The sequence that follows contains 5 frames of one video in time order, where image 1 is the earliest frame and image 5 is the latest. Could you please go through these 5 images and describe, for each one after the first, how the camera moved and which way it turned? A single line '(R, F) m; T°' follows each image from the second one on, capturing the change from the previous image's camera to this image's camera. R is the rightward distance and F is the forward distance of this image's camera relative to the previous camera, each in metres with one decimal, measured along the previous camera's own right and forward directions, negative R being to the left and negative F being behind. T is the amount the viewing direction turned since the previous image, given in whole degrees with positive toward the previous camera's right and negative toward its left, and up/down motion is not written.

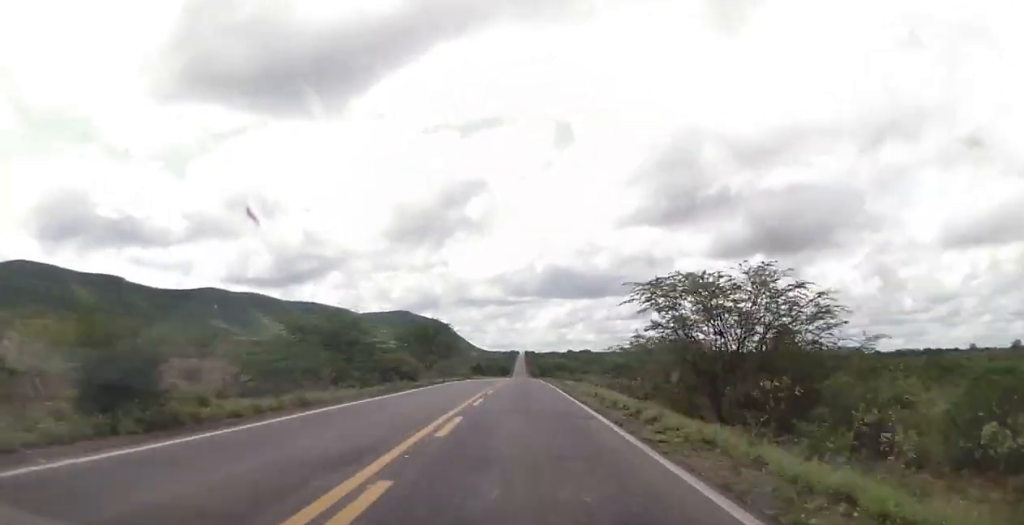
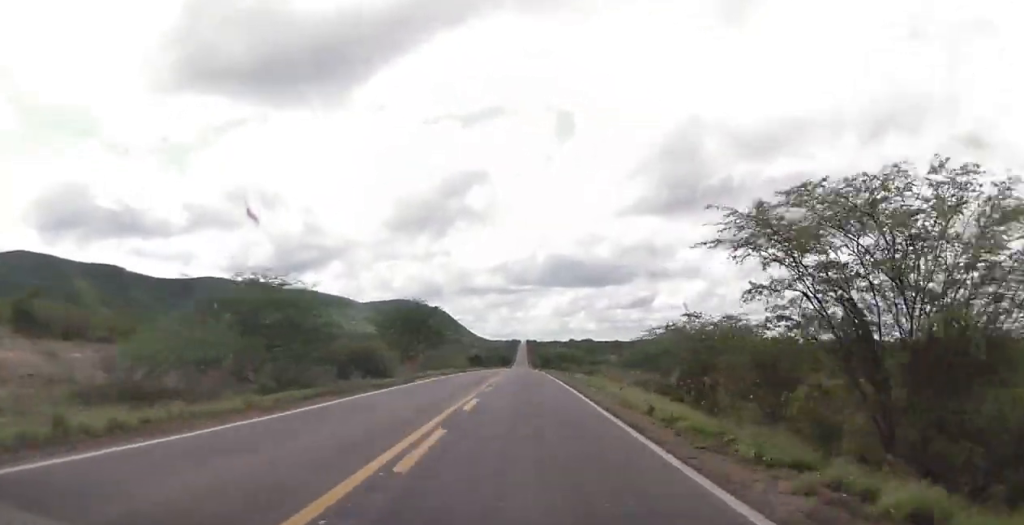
(+0.2, +11.7) m; 0°
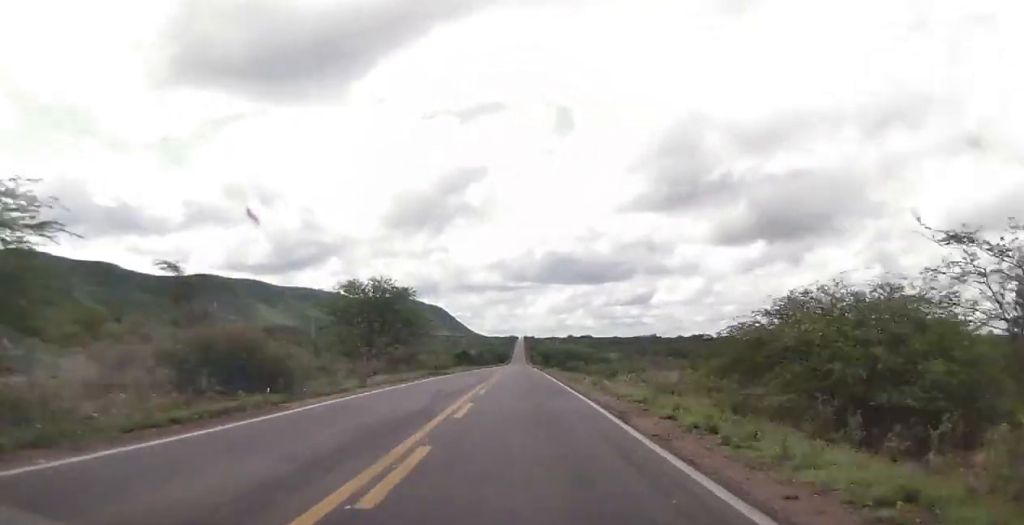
(+0.3, +17.6) m; 0°
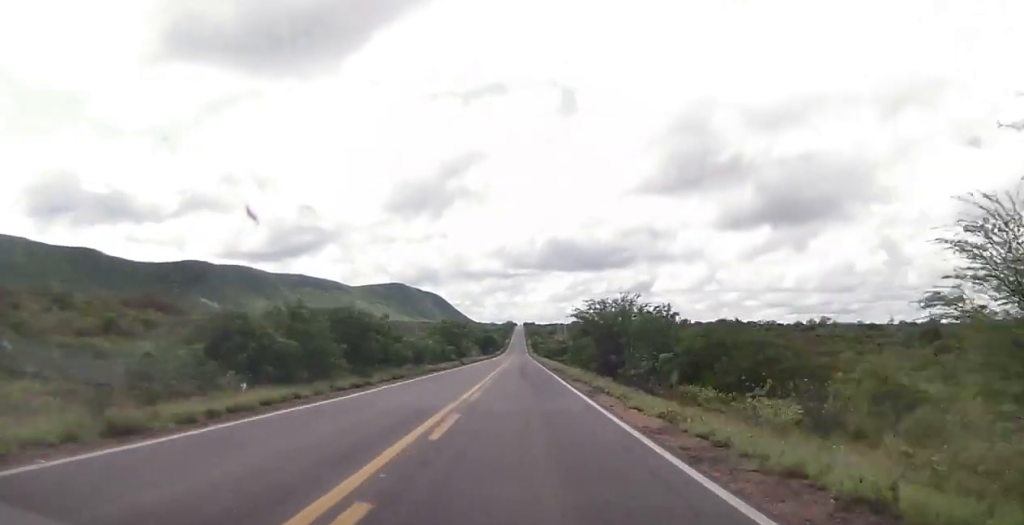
(-0.6, +99.0) m; +1°
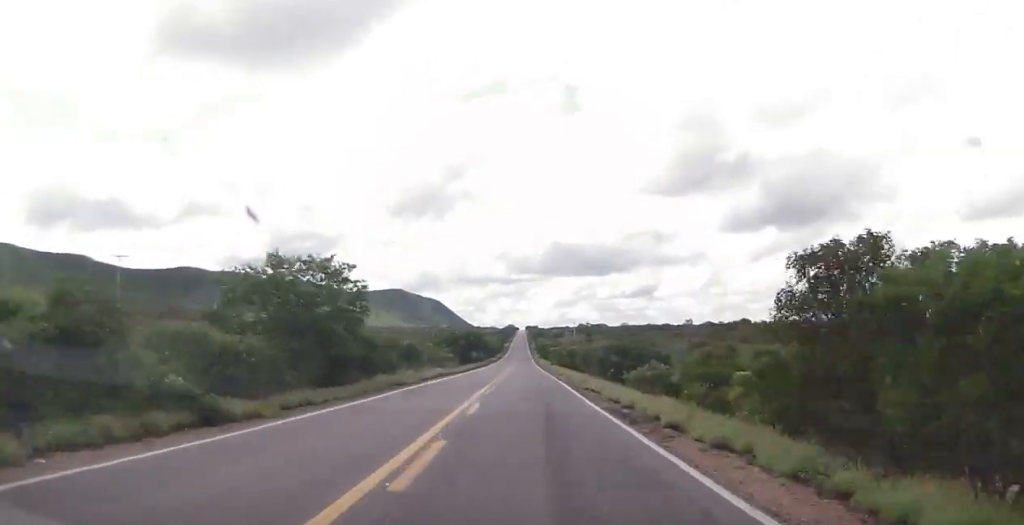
(-0.6, +59.2) m; -1°
